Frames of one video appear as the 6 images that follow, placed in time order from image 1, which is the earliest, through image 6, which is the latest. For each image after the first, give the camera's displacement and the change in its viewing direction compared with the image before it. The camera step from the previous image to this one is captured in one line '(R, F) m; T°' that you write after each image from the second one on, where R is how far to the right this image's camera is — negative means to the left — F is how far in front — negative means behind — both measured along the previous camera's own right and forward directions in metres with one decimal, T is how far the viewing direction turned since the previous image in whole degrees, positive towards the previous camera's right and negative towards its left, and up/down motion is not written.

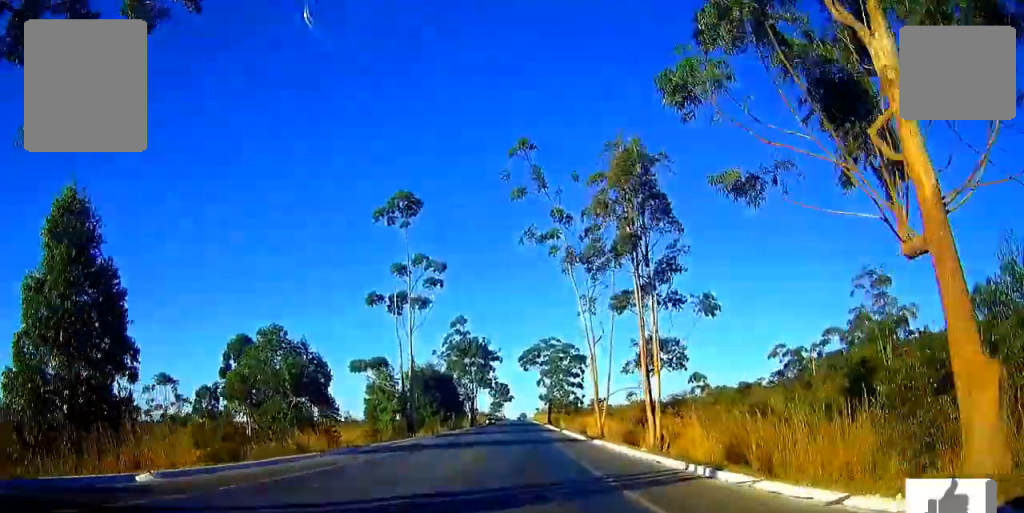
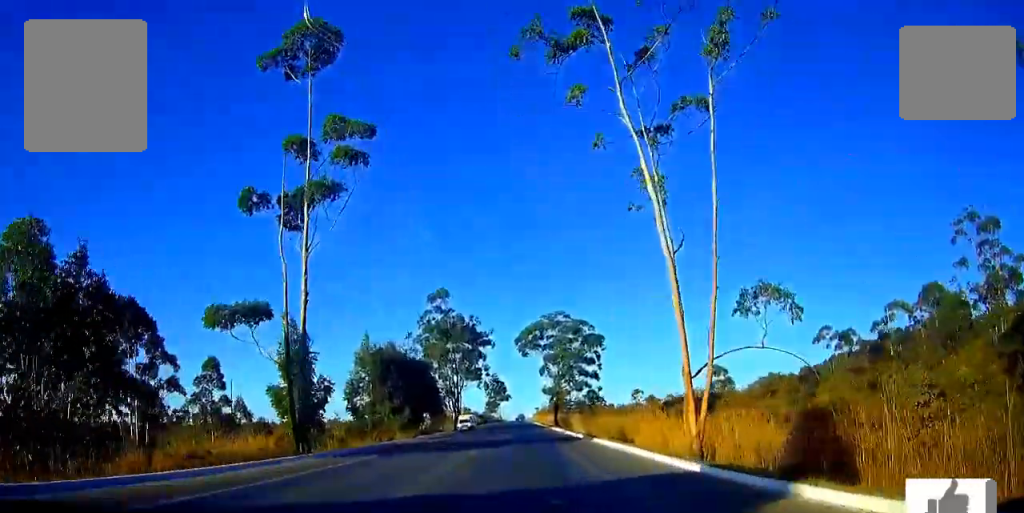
(0.0, +29.7) m; 0°
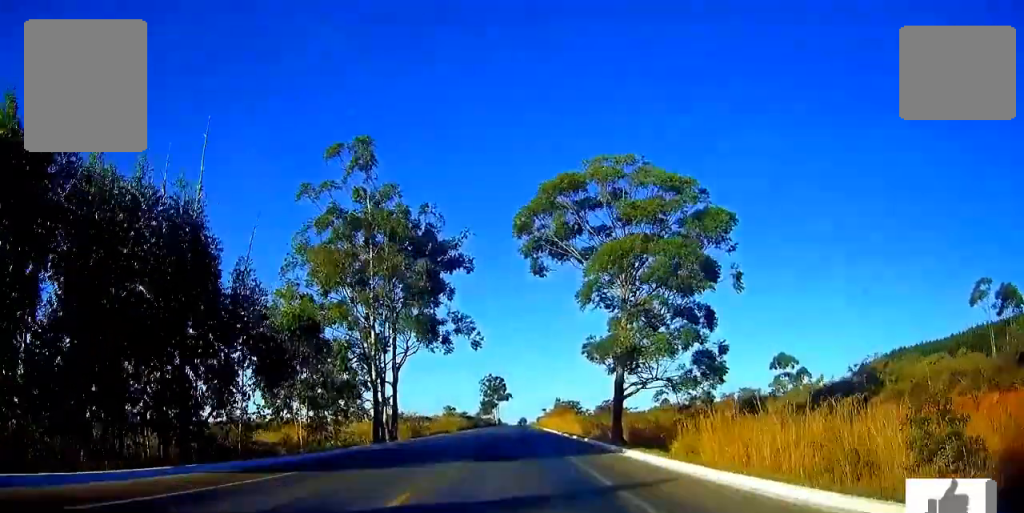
(-0.2, +59.2) m; 0°
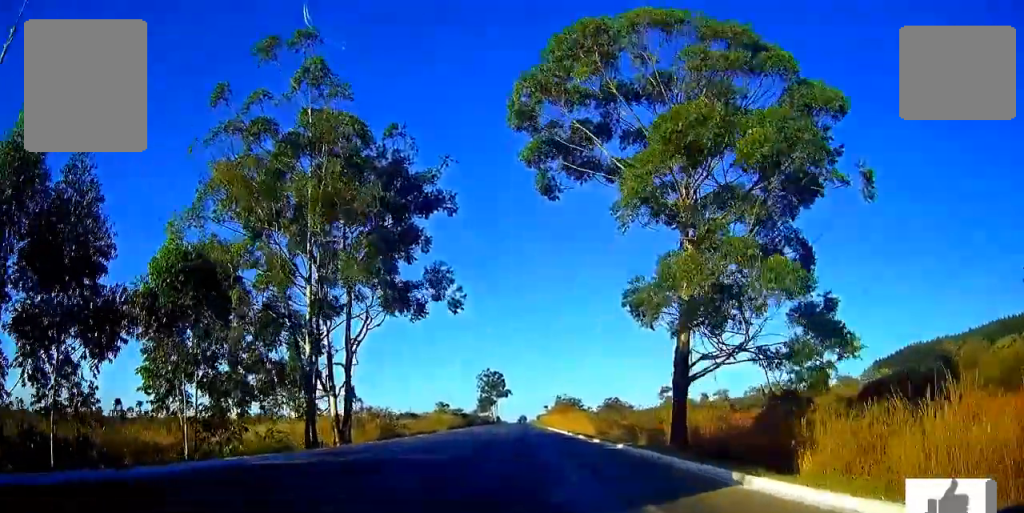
(0.0, +14.8) m; 0°
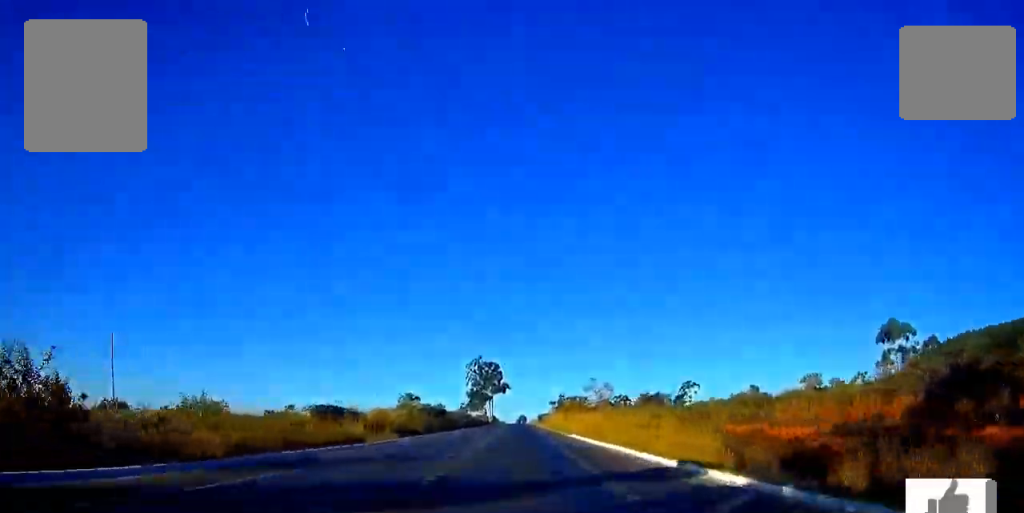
(0.0, +43.2) m; 0°
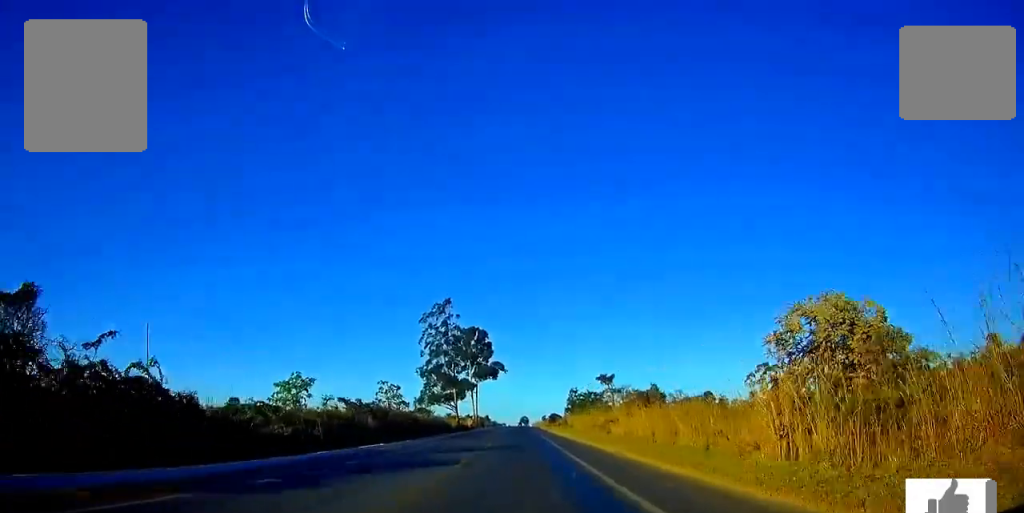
(-0.3, +88.7) m; 0°
